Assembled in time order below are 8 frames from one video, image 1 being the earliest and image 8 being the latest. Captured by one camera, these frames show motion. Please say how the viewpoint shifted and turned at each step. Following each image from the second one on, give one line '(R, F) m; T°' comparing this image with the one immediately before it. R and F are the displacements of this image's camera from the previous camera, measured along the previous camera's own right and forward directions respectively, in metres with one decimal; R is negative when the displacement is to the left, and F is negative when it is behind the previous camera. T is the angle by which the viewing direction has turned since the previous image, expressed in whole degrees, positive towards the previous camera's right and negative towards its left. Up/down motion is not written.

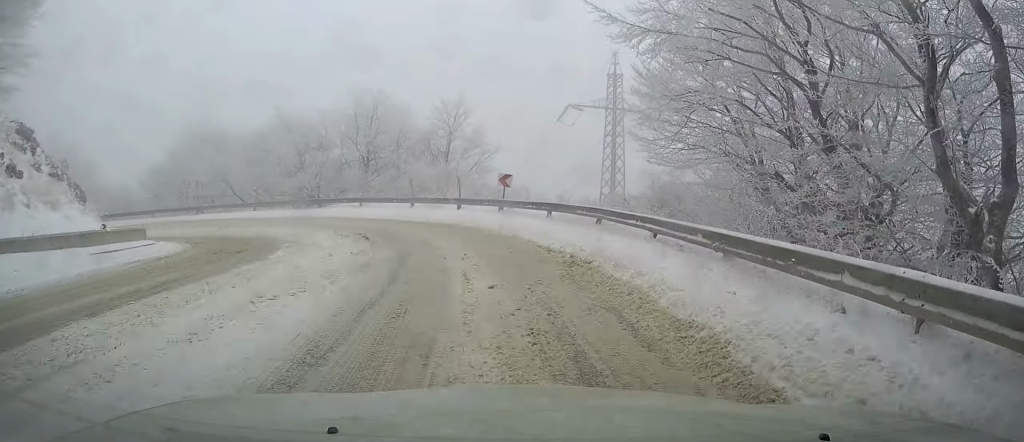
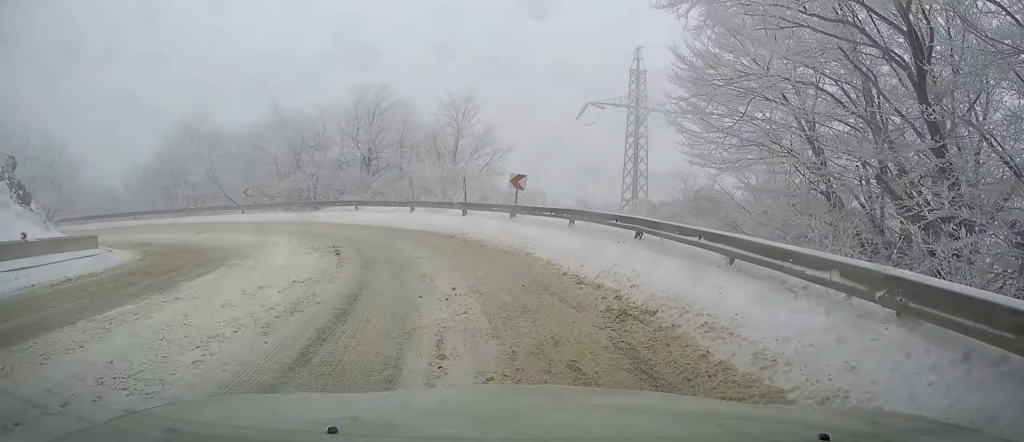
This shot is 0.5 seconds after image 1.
(0.0, +3.8) m; -4°
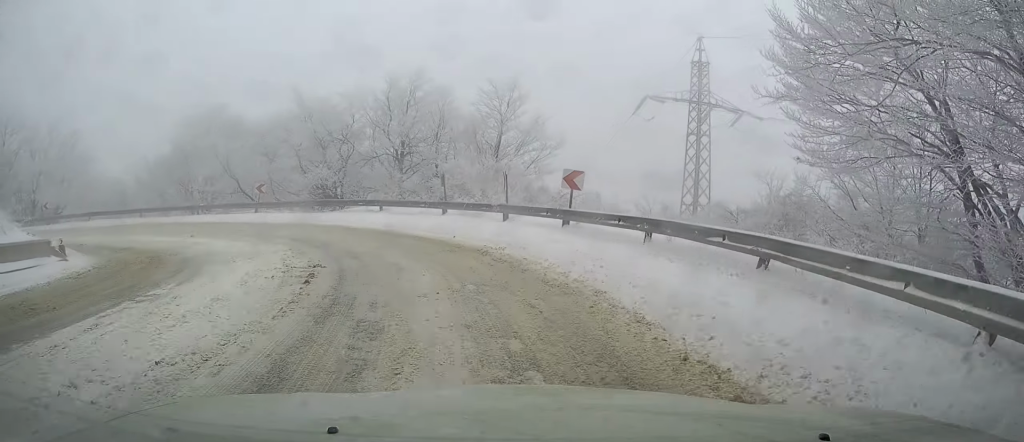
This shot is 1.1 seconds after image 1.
(-0.3, +4.4) m; -6°
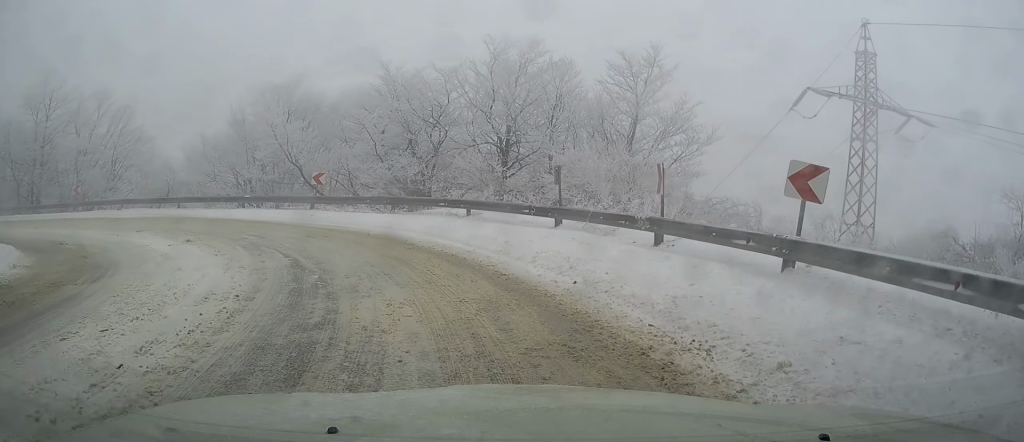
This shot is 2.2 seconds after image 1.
(-0.9, +7.9) m; -14°
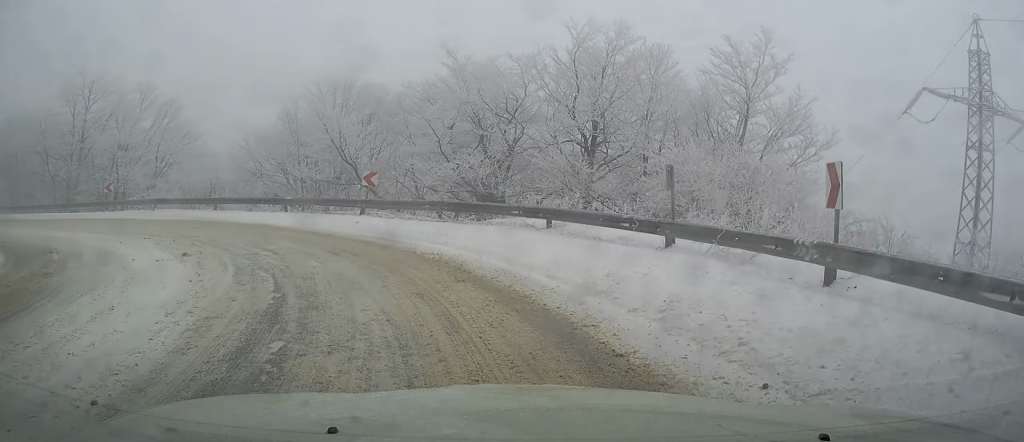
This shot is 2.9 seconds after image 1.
(-0.2, +4.1) m; -9°
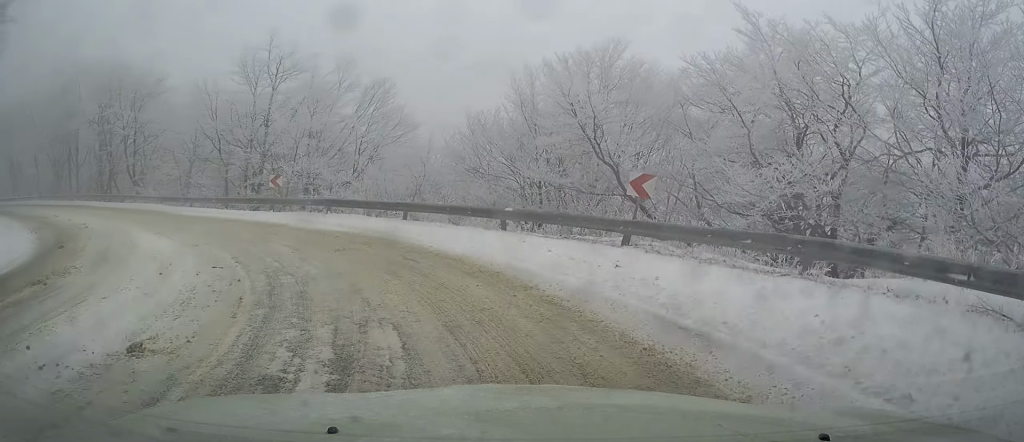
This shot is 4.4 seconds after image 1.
(-2.0, +9.2) m; -20°
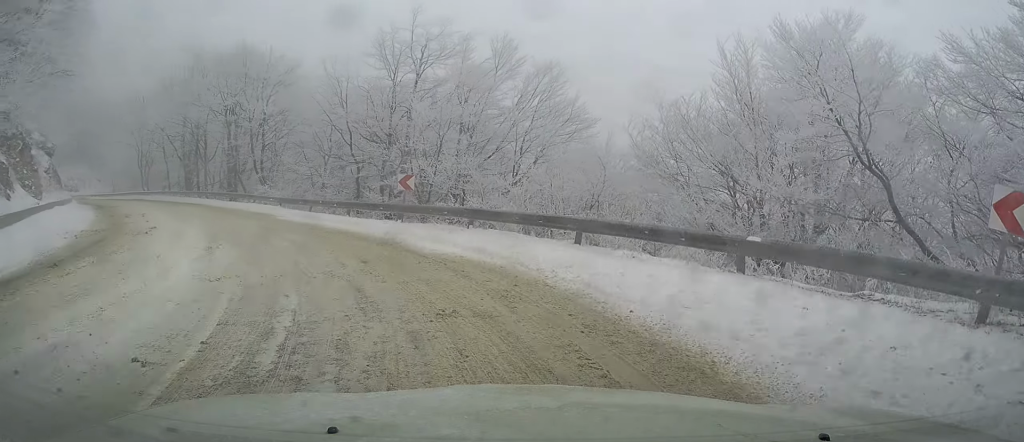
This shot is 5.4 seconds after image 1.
(-0.5, +7.0) m; -11°
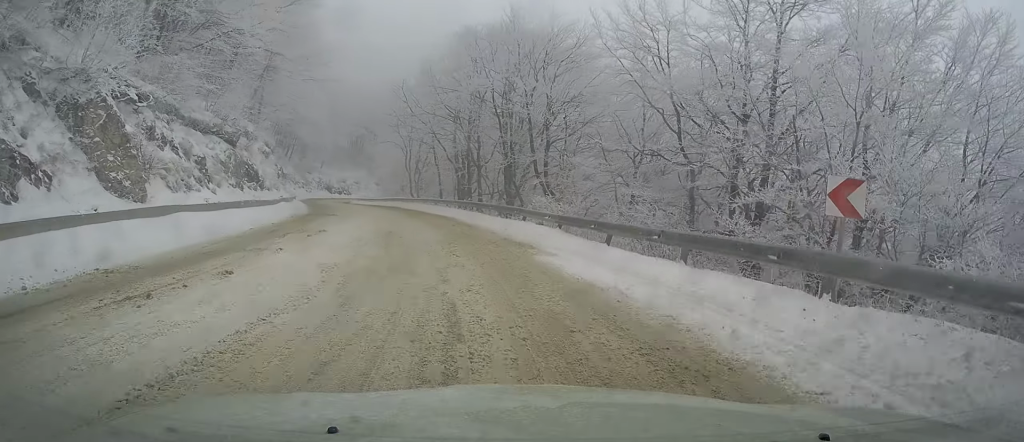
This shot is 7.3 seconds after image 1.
(-3.0, +13.6) m; -23°
